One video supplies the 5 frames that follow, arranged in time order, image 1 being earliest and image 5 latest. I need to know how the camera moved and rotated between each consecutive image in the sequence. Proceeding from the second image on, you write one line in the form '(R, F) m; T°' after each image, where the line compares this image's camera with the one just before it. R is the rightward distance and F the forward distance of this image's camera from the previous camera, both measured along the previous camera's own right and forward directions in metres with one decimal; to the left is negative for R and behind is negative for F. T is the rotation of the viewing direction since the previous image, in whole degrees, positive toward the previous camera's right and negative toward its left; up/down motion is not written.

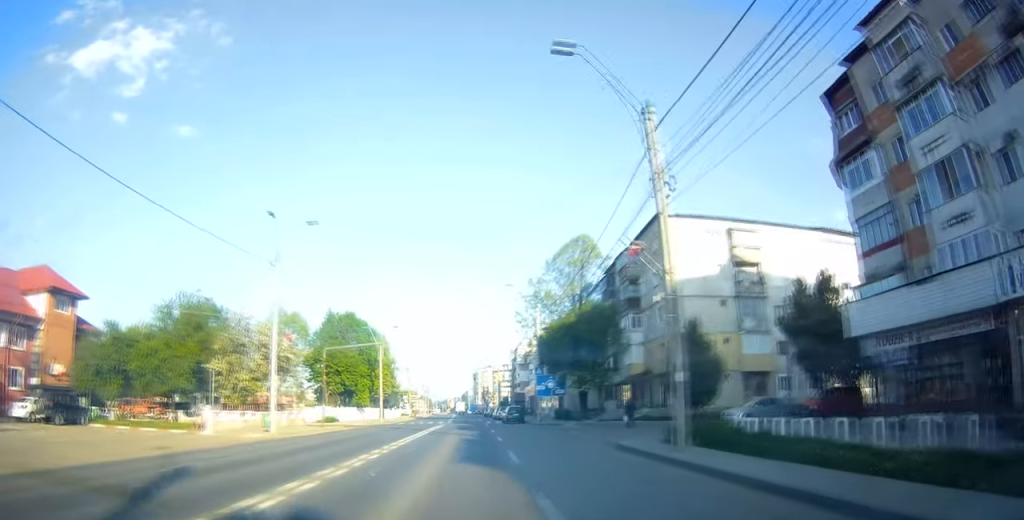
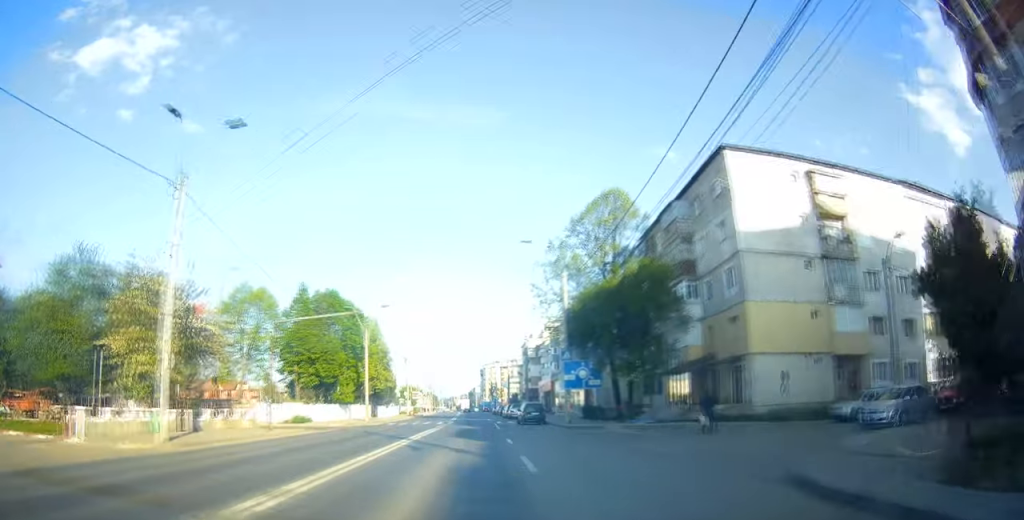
(-0.1, +12.0) m; -3°
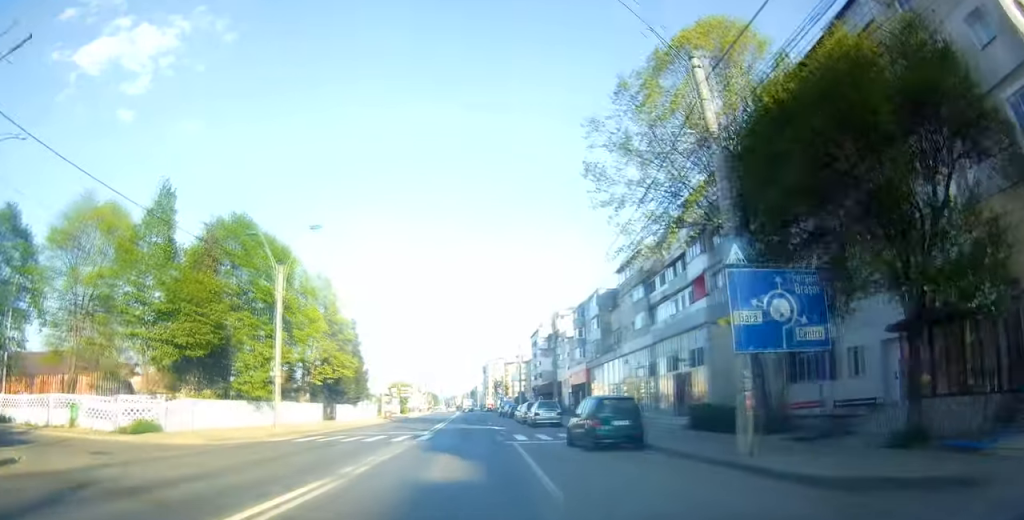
(-1.1, +24.1) m; +1°
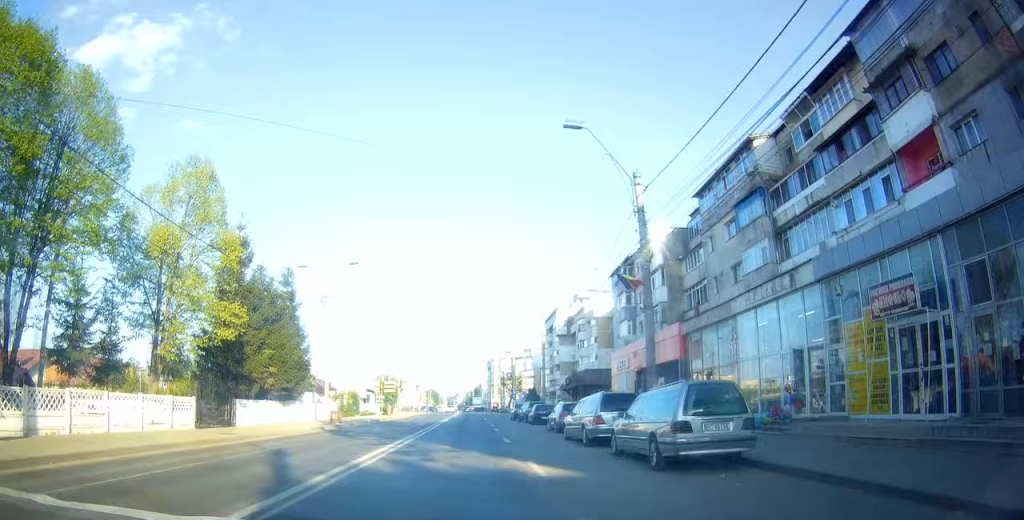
(+0.9, +24.6) m; +2°
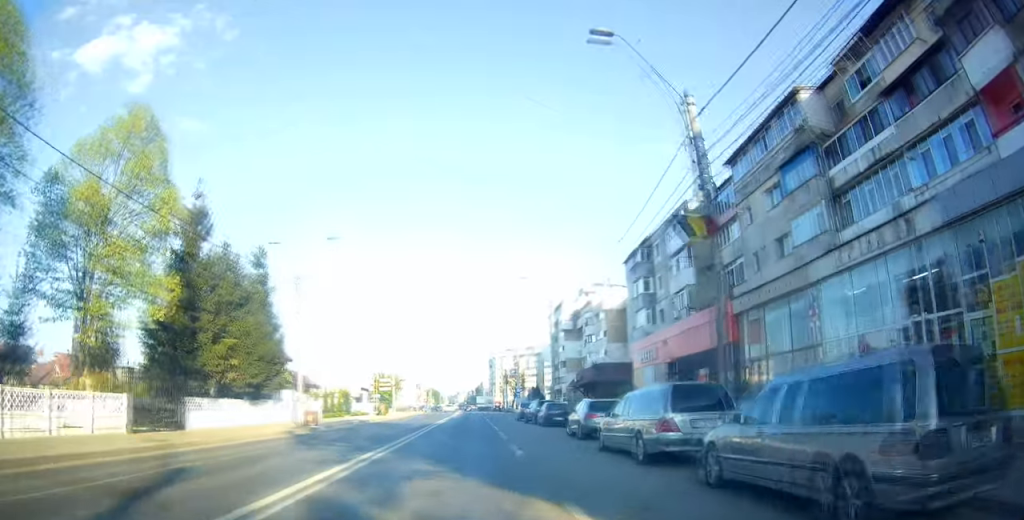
(+0.1, +6.1) m; 0°
